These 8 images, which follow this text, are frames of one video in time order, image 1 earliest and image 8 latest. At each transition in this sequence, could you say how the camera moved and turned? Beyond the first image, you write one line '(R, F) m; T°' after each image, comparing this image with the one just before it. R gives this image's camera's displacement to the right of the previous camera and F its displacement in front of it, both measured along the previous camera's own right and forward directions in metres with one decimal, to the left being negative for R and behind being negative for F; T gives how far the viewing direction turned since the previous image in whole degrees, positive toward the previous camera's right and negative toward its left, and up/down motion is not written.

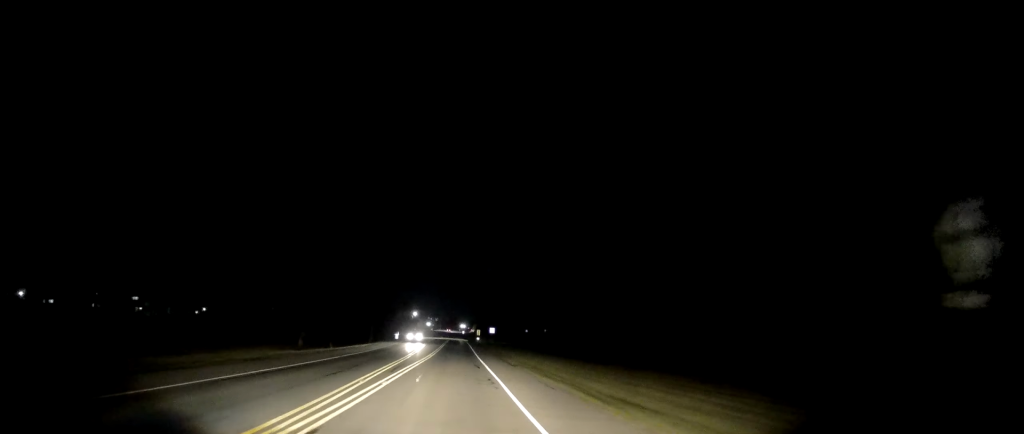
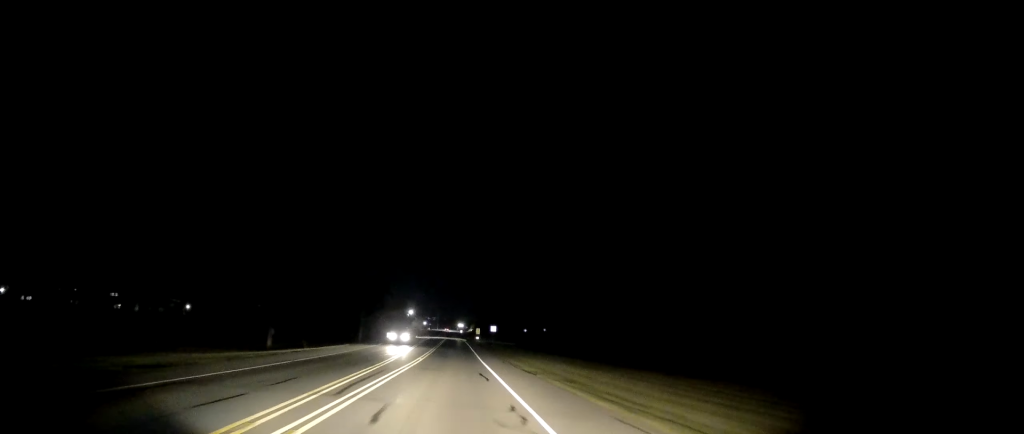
(+0.3, +9.4) m; 0°
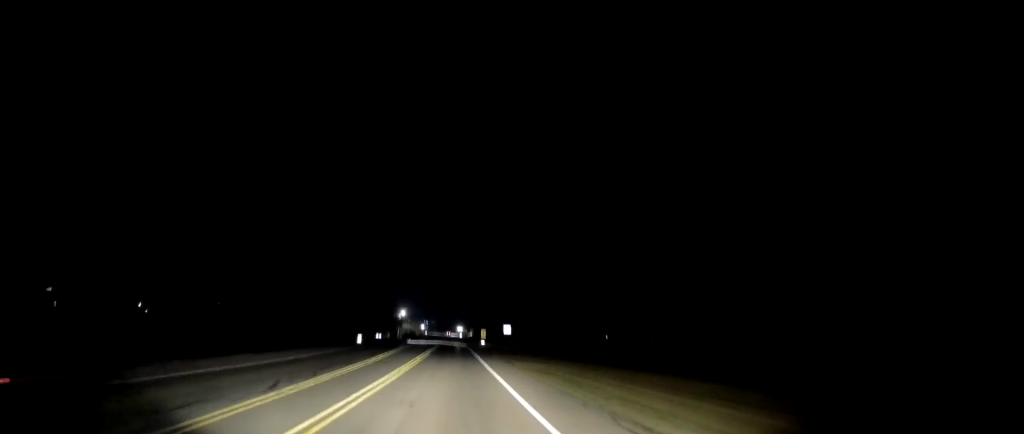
(-0.6, +26.1) m; -1°
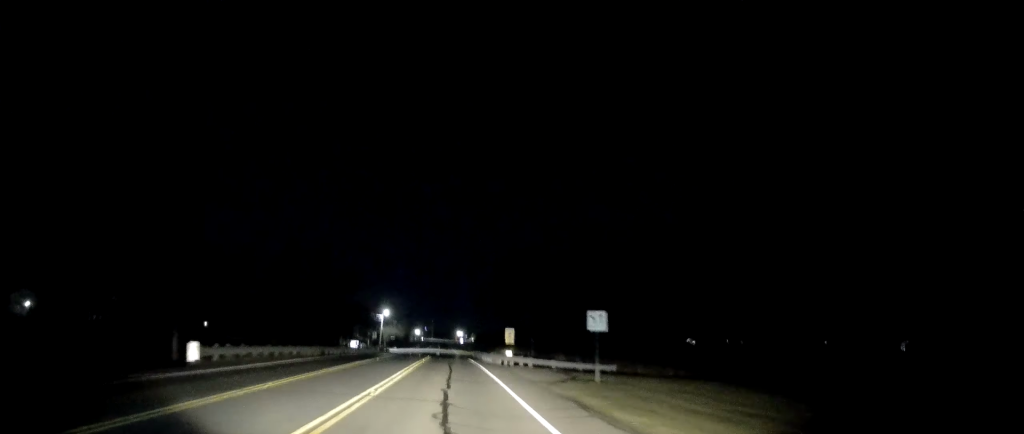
(+0.2, +42.0) m; 0°
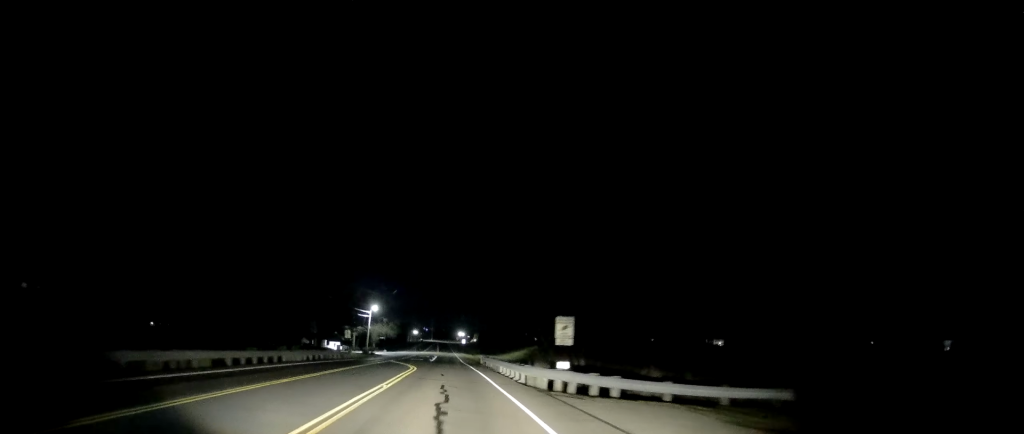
(+0.2, +21.7) m; +1°
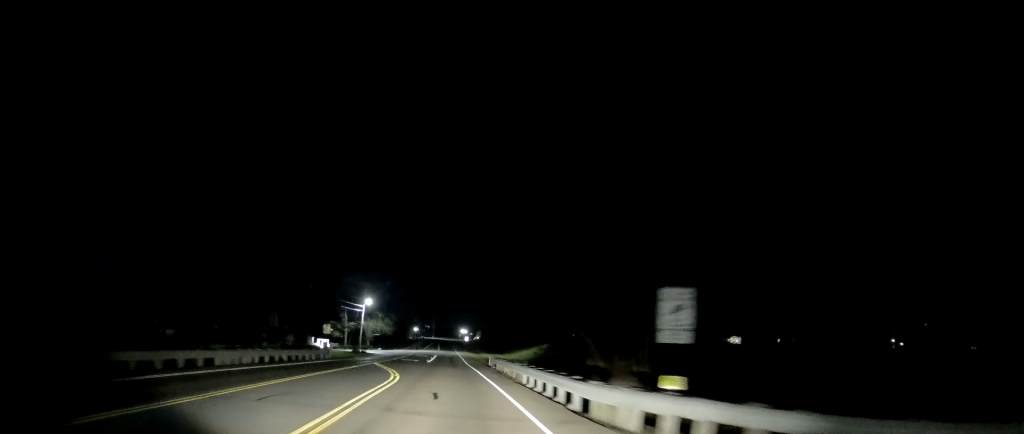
(+0.3, +11.1) m; 0°
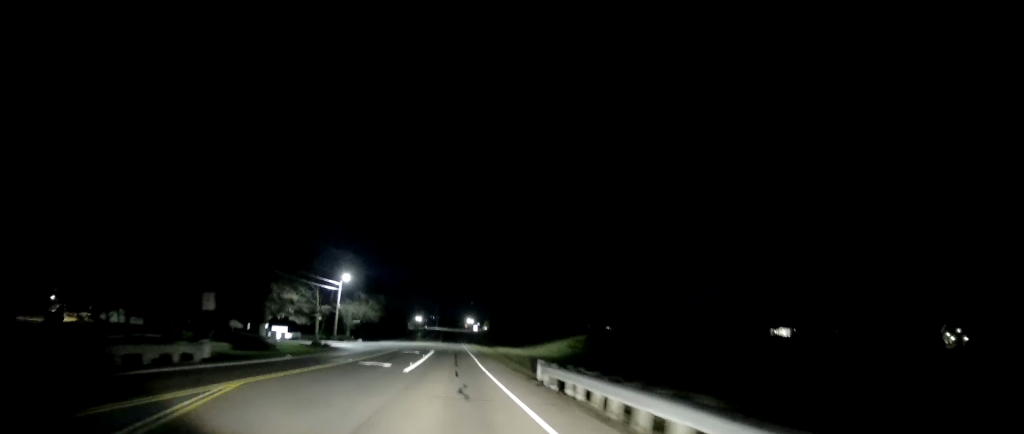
(-0.9, +25.8) m; -2°
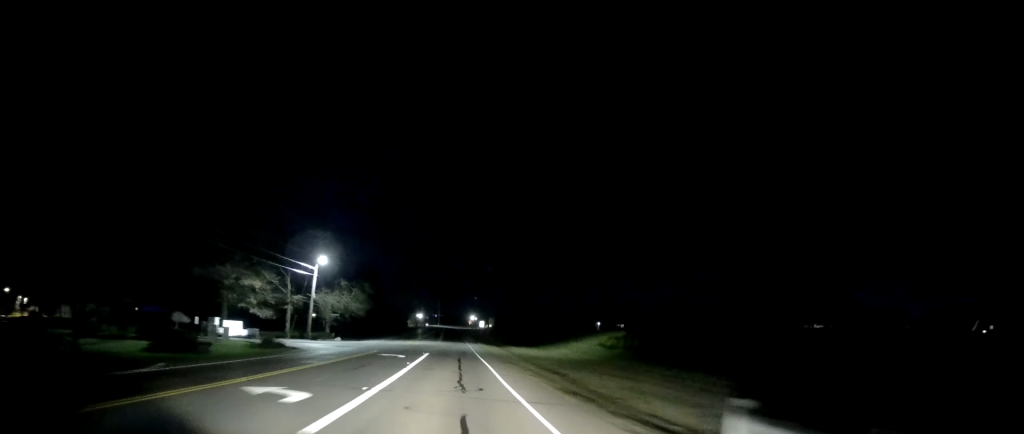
(-0.1, +15.5) m; +1°
